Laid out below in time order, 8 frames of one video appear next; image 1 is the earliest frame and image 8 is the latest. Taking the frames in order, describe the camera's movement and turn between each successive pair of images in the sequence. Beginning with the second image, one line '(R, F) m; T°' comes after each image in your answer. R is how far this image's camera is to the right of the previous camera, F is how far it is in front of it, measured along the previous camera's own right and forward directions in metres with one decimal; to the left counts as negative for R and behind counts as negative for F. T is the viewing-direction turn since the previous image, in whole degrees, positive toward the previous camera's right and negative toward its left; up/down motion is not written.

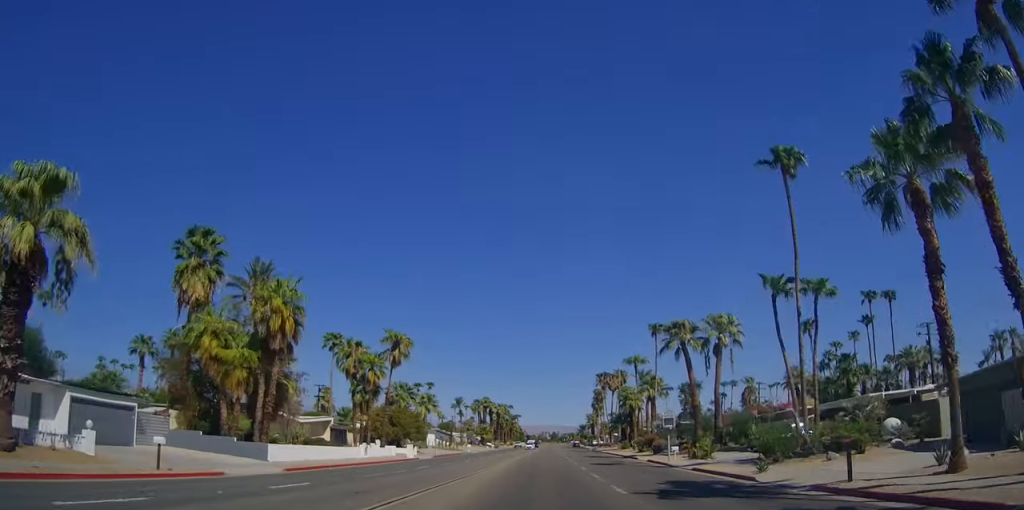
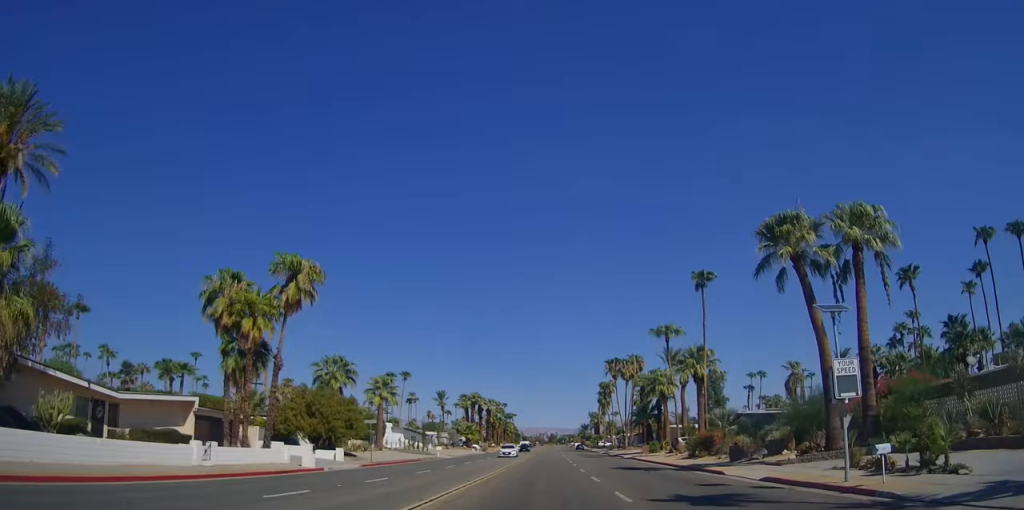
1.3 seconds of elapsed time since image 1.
(0.0, +23.8) m; 0°
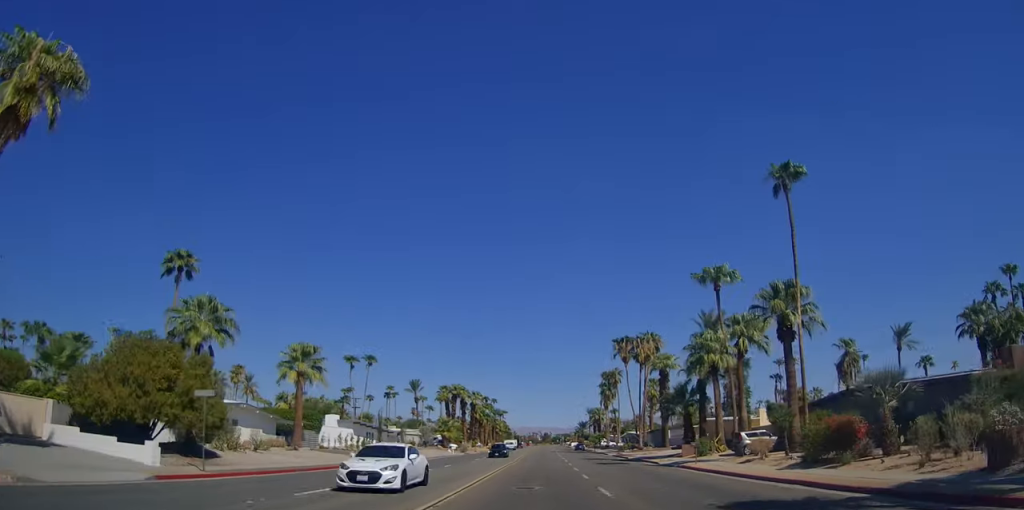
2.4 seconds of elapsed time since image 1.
(-0.1, +21.0) m; -1°
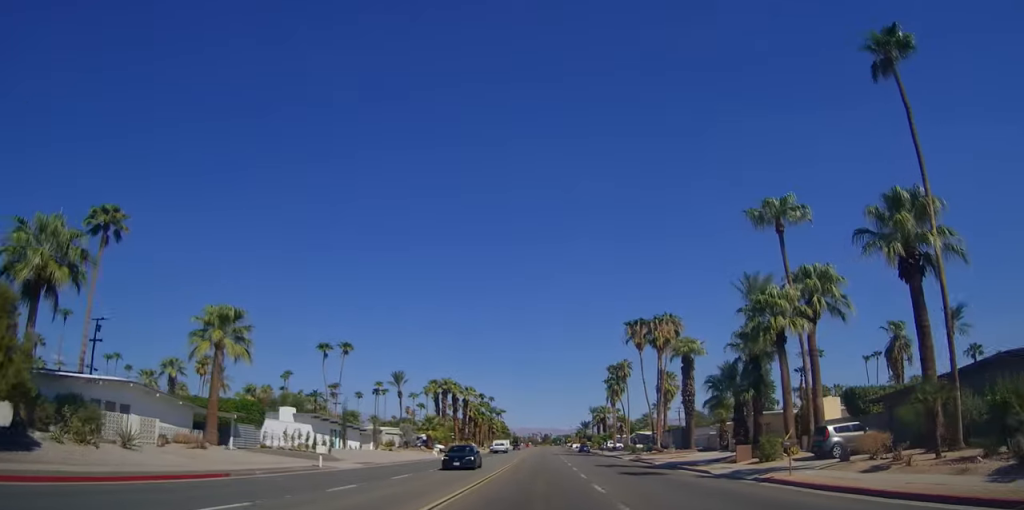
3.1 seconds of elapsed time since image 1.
(-0.1, +12.4) m; 0°
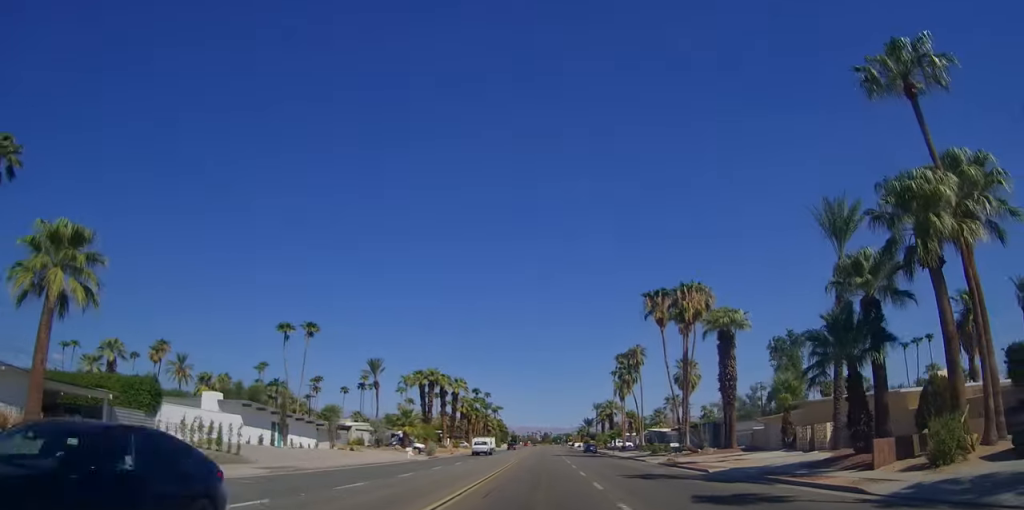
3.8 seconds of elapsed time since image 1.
(0.0, +13.5) m; 0°
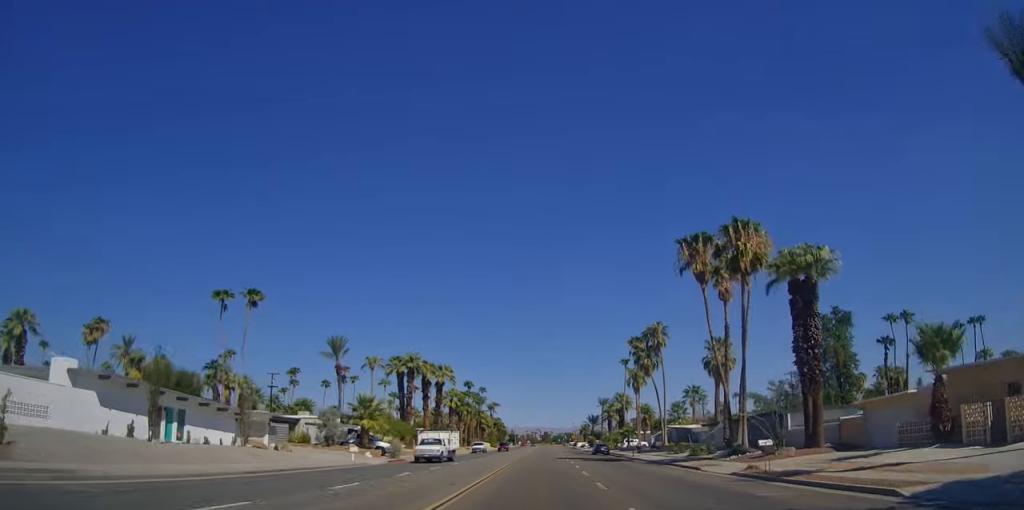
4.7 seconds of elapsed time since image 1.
(0.0, +15.4) m; 0°
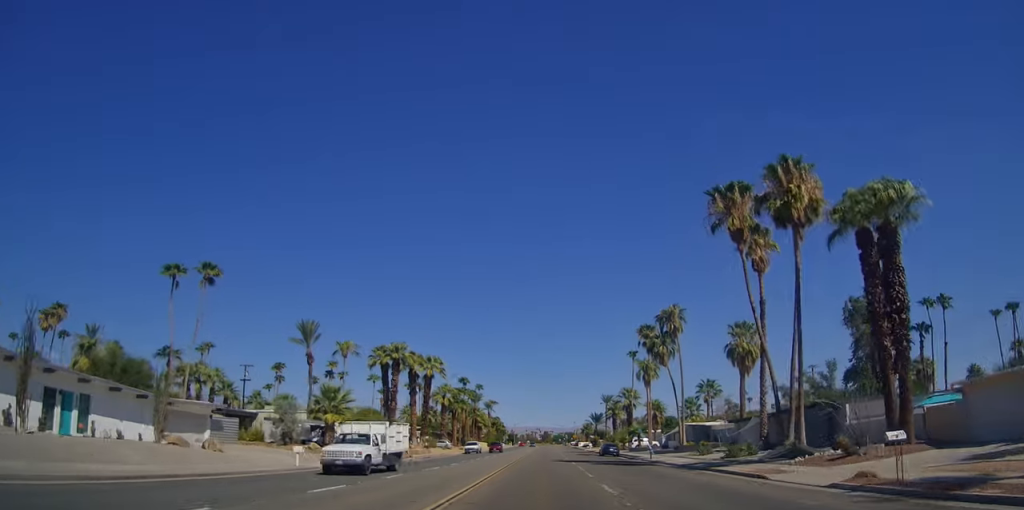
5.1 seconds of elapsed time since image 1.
(0.0, +8.6) m; 0°
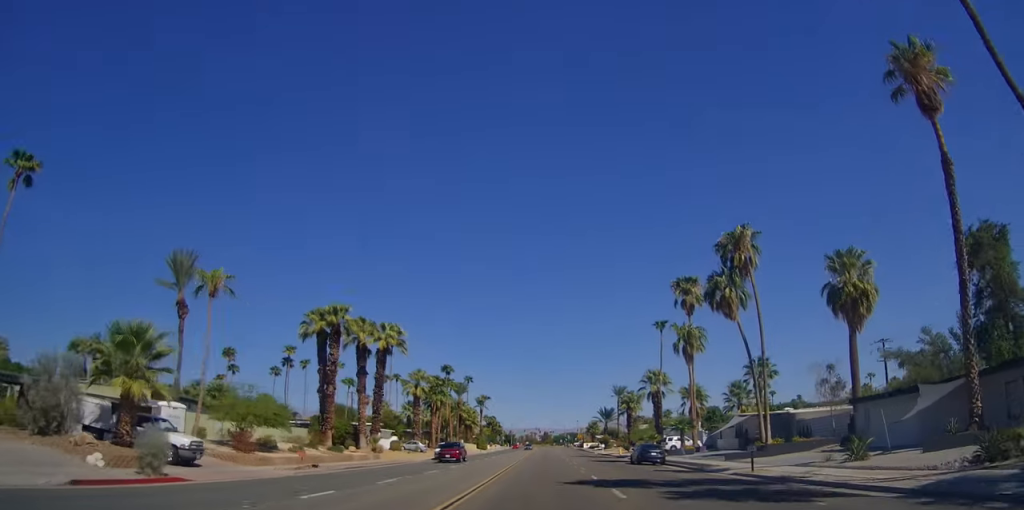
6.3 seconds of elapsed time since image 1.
(+0.1, +22.4) m; +1°
